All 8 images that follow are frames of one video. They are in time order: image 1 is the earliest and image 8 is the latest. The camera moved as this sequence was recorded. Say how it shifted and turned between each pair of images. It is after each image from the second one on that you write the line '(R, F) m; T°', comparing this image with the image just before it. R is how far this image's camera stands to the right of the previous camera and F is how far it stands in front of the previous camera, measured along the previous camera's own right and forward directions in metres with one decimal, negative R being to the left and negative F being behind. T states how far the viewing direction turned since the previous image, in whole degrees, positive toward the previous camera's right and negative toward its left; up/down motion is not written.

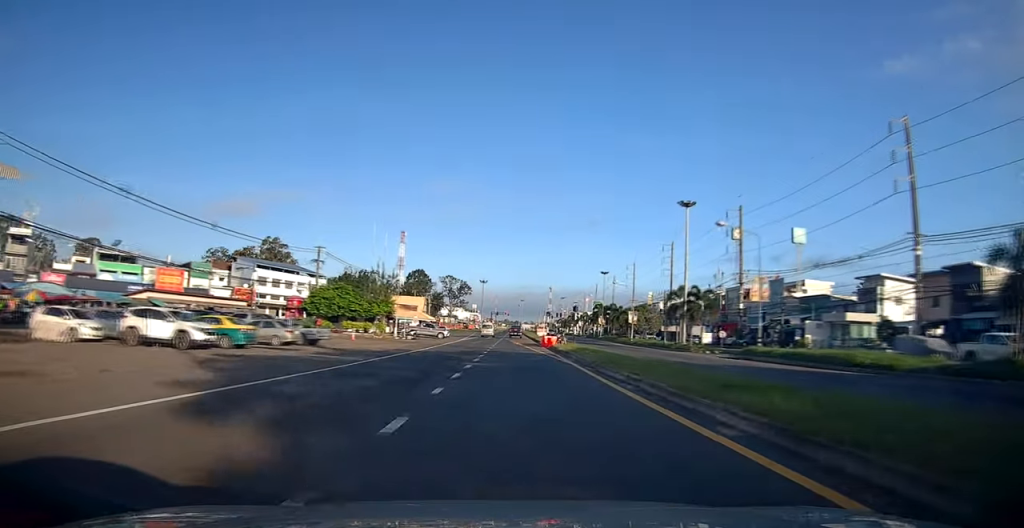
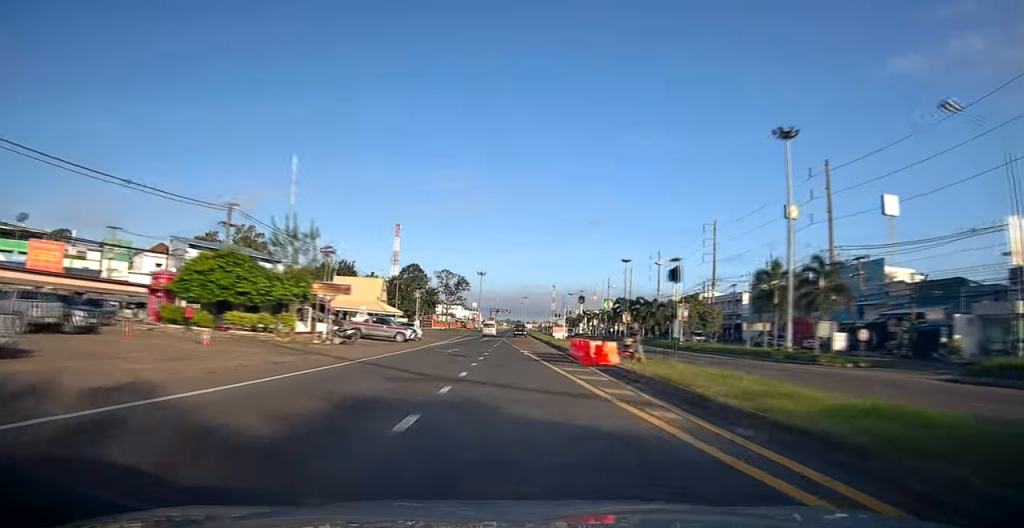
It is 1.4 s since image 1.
(-0.2, +24.6) m; -1°
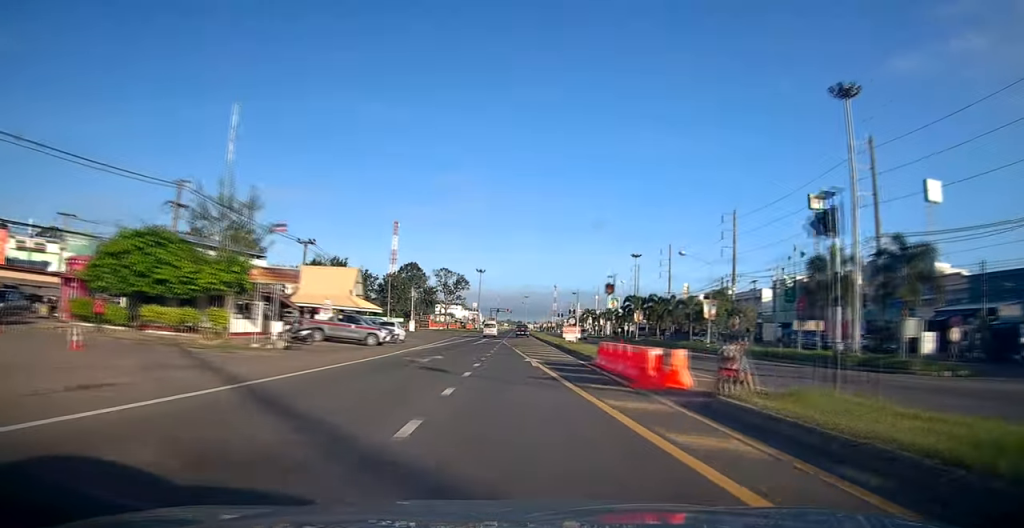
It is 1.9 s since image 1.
(0.0, +8.5) m; 0°
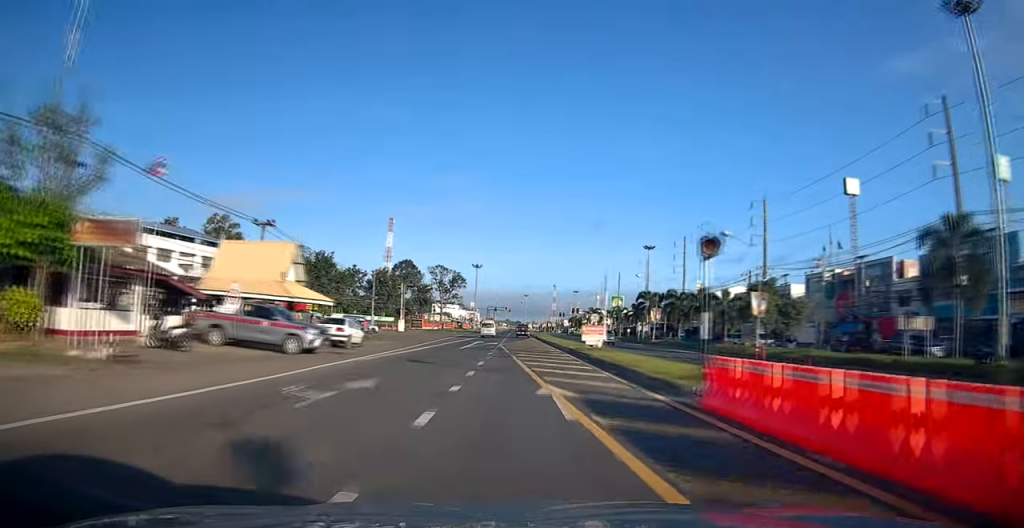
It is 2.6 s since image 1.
(0.0, +11.7) m; 0°
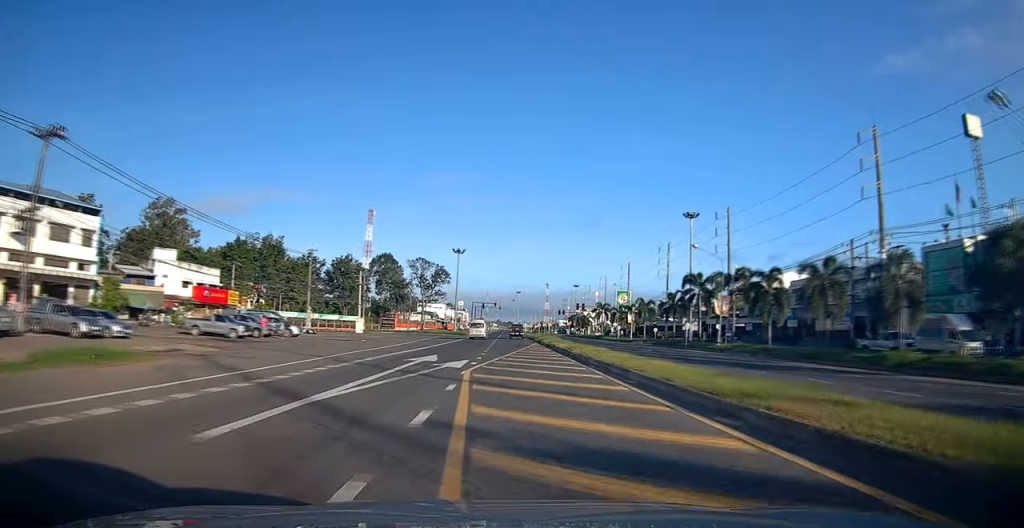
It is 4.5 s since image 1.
(-0.6, +29.1) m; -1°
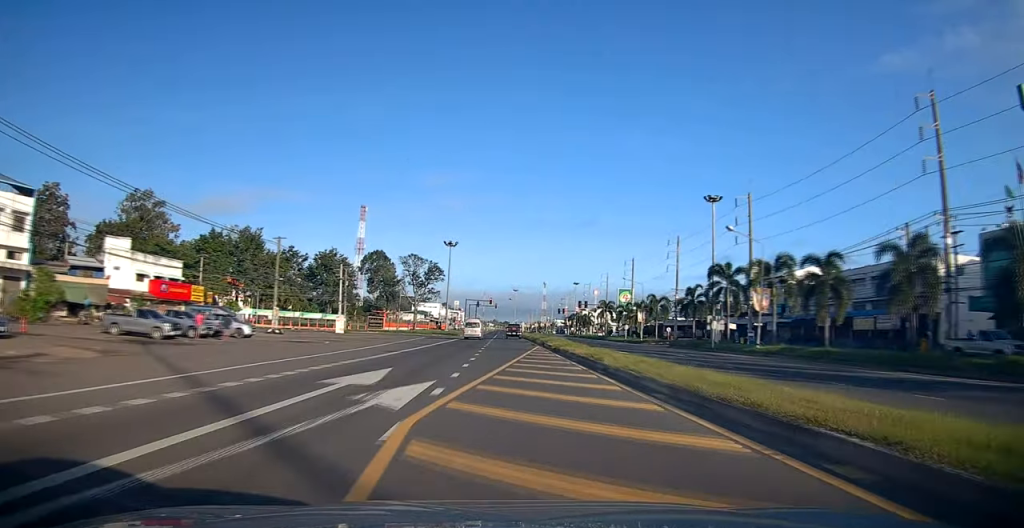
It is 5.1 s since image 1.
(+0.1, +9.8) m; +1°
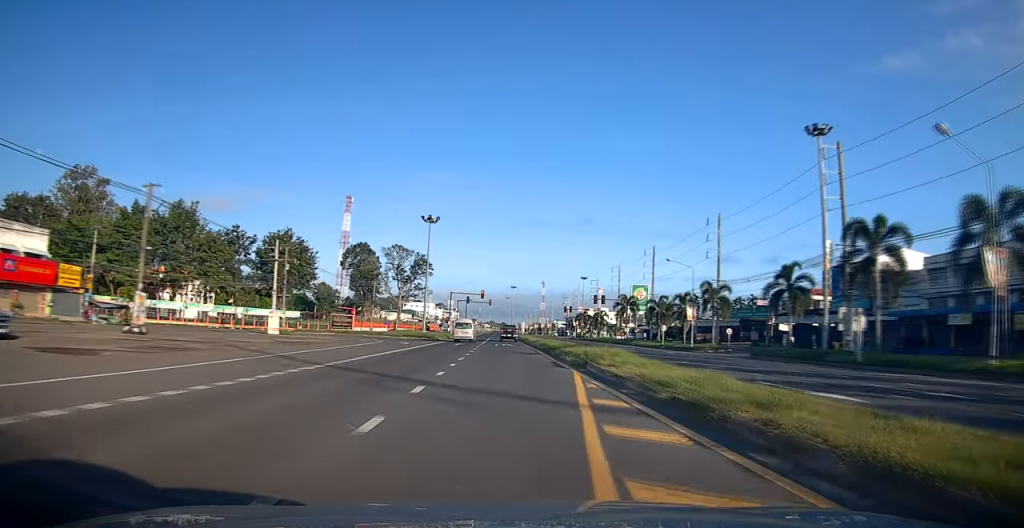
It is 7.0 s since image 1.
(+0.5, +25.0) m; +2°
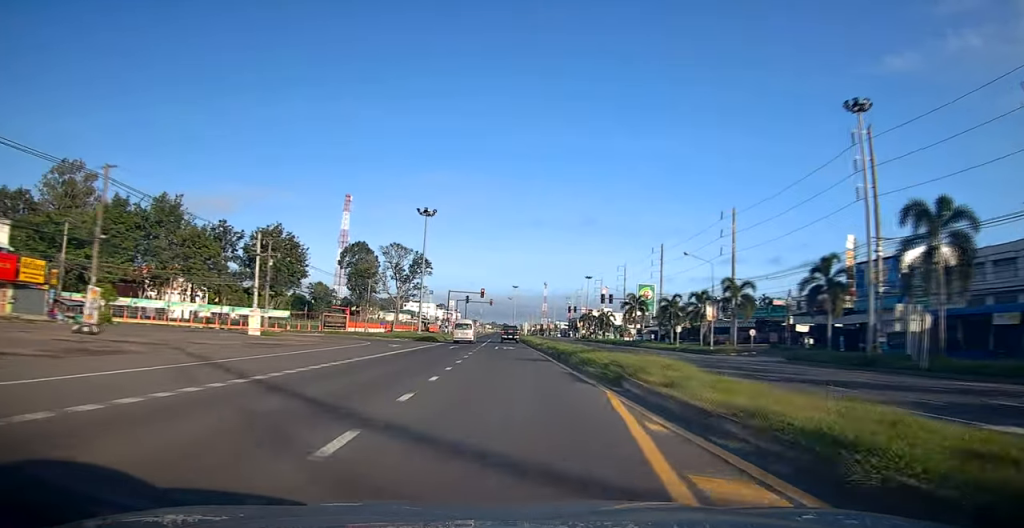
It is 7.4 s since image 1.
(+0.3, +5.3) m; -1°
